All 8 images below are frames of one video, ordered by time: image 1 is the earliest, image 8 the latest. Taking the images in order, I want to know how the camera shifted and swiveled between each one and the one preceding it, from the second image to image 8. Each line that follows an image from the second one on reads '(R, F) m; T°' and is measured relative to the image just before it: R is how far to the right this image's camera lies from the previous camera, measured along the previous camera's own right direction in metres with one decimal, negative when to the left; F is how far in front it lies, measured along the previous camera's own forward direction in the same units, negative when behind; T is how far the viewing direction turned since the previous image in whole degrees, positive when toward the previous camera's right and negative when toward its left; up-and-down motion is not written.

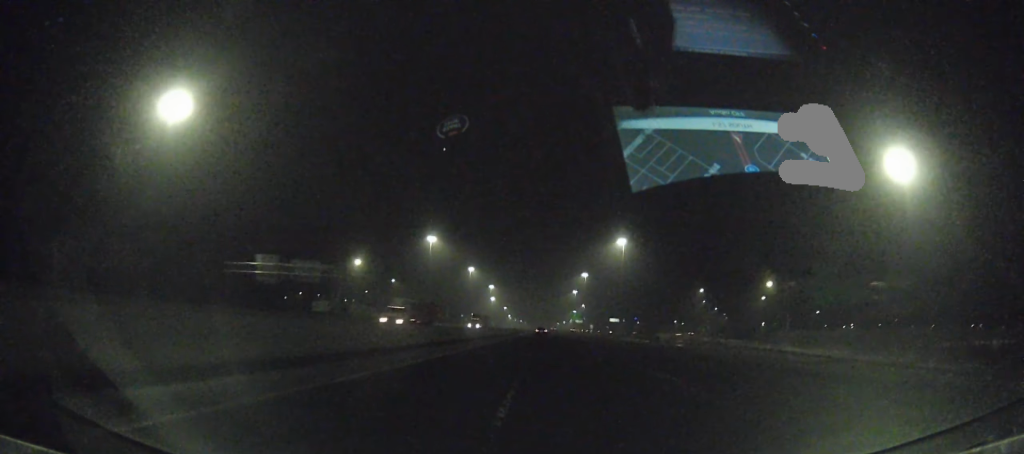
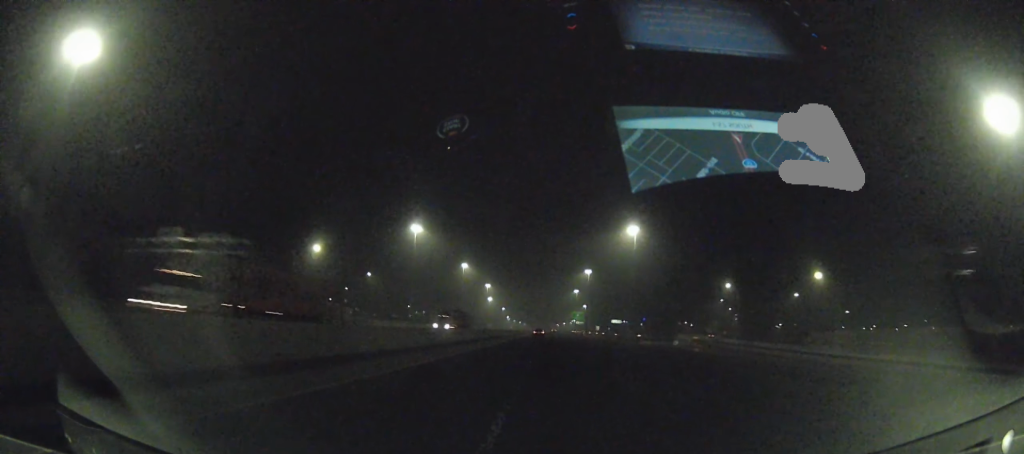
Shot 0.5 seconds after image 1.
(0.0, +26.4) m; 0°
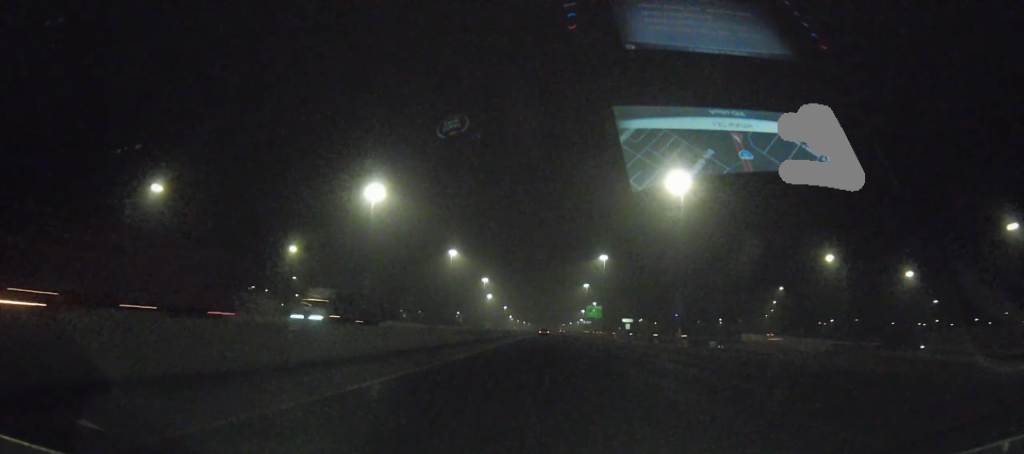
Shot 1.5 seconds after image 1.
(0.0, +54.4) m; 0°
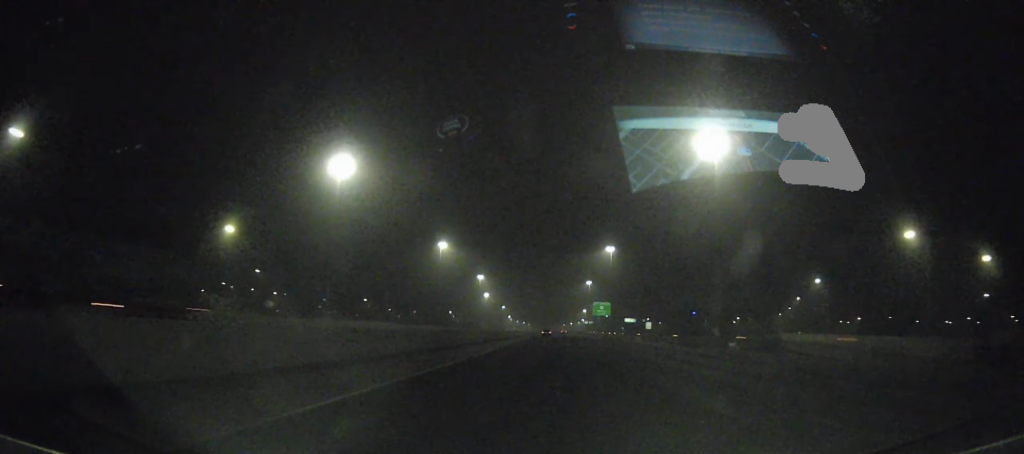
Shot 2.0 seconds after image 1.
(0.0, +24.6) m; 0°
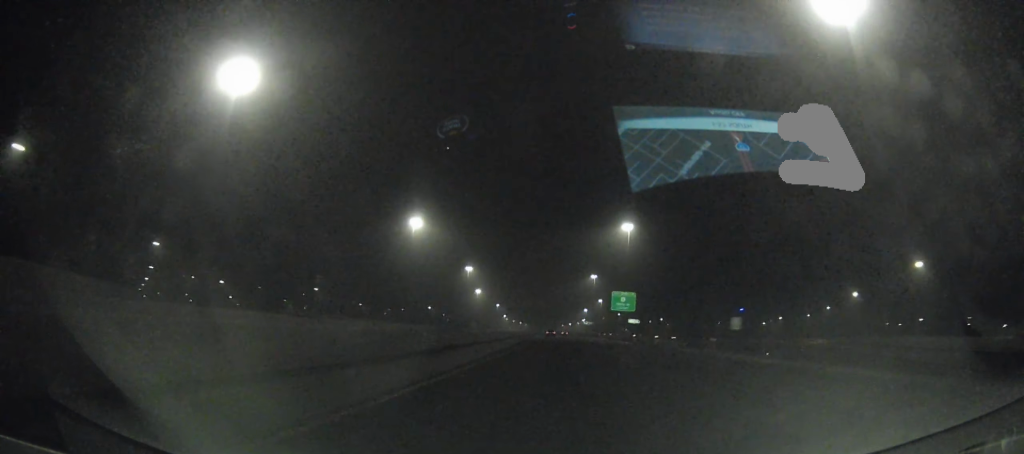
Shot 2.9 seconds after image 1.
(0.0, +46.1) m; 0°
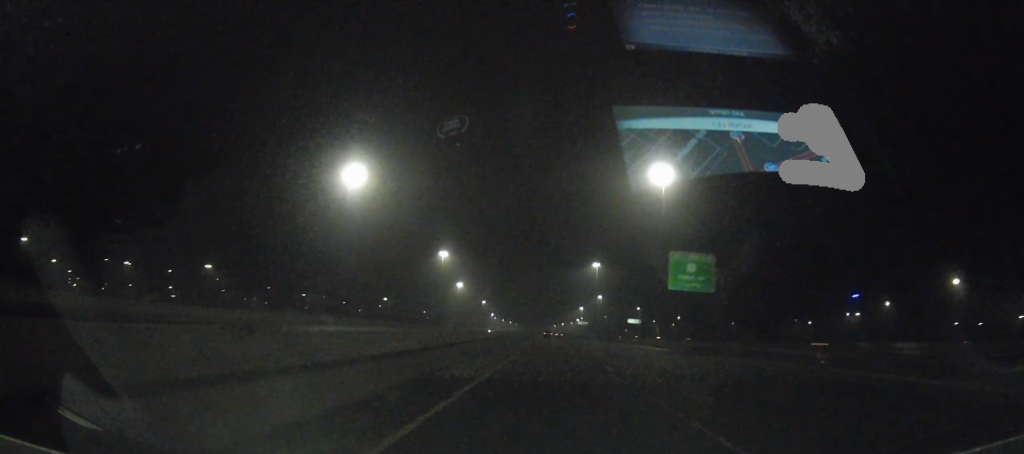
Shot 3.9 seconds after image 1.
(+0.1, +55.8) m; 0°
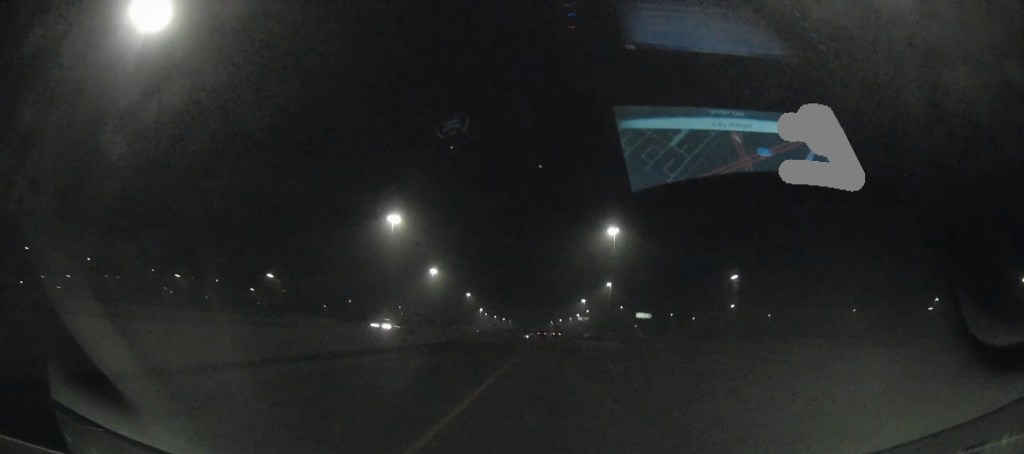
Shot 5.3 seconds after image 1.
(+0.4, +76.8) m; +1°
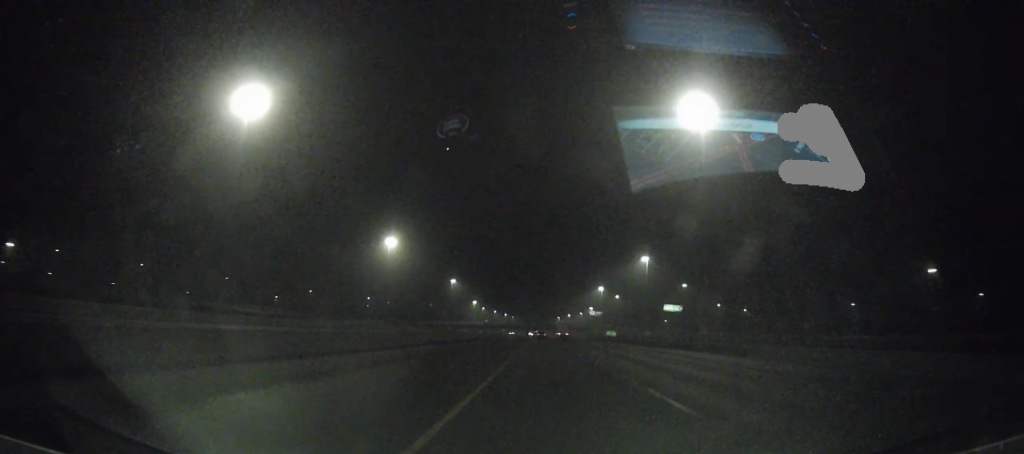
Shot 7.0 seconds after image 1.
(0.0, +94.9) m; 0°
